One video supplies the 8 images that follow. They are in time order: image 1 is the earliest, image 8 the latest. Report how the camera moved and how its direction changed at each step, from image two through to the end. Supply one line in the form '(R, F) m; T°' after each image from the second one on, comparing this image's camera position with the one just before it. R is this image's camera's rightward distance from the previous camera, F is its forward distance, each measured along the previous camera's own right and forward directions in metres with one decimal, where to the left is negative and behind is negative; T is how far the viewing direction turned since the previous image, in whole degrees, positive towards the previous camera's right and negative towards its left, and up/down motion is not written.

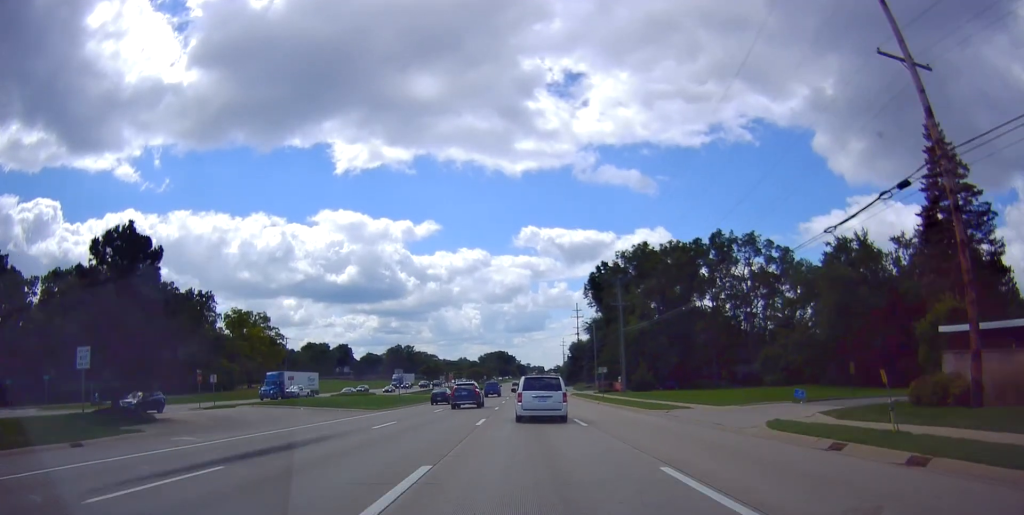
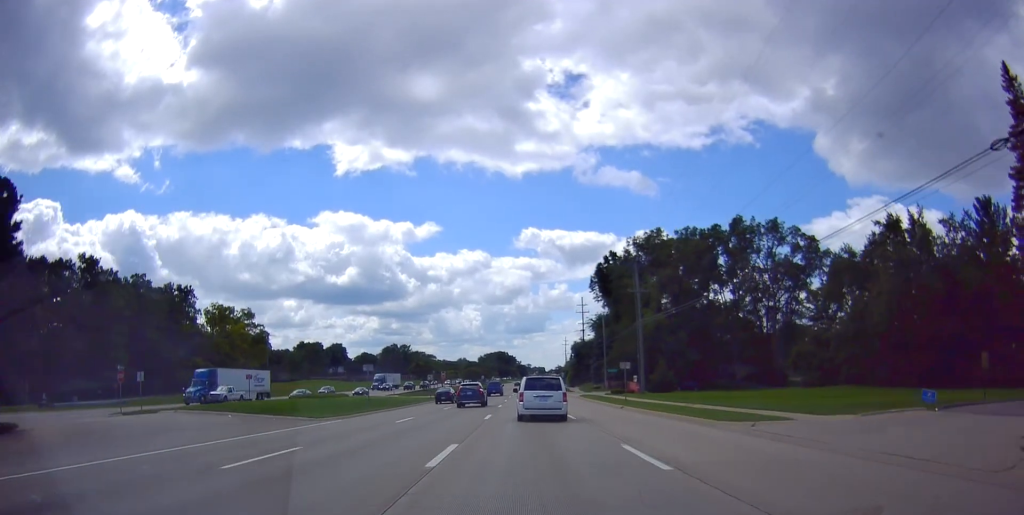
(+0.3, +11.3) m; 0°
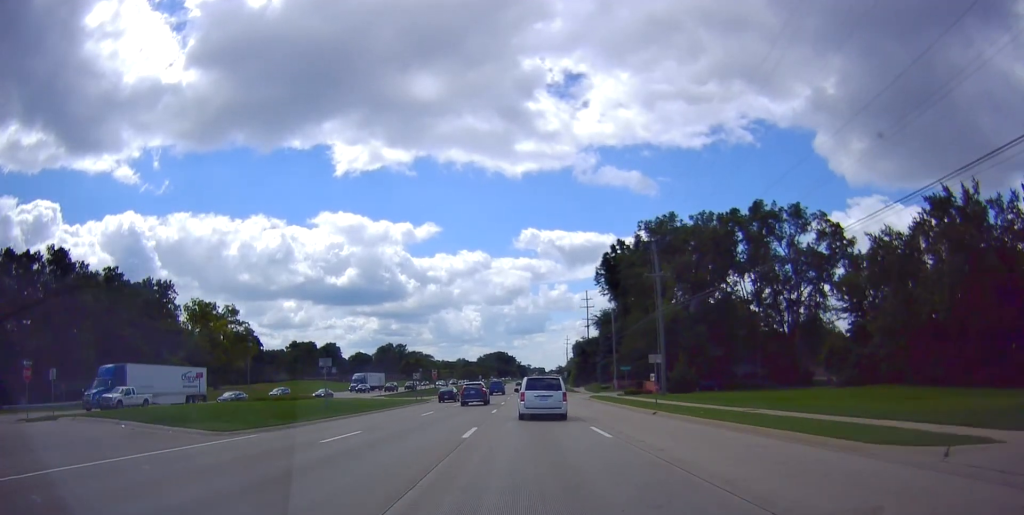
(+0.1, +9.8) m; 0°
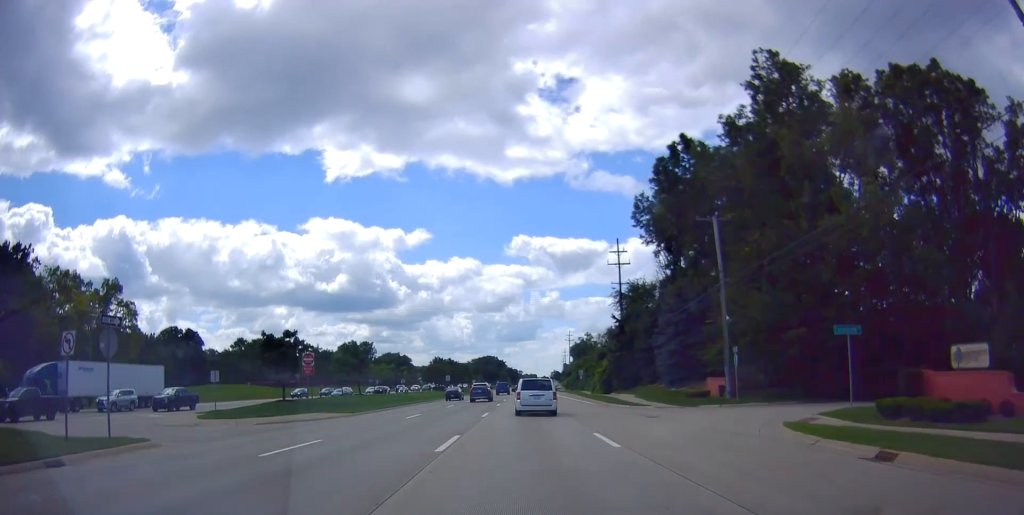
(-0.3, +49.7) m; -1°
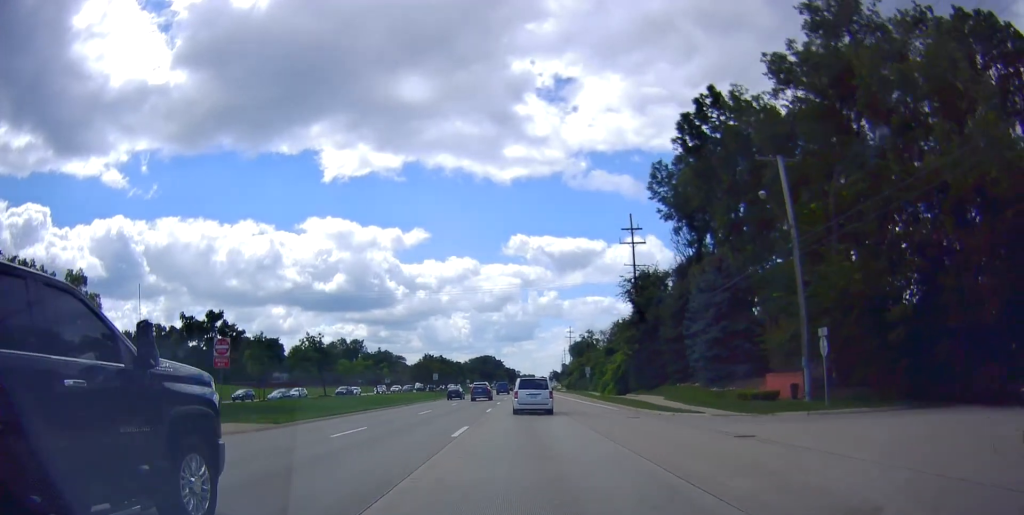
(-0.4, +11.2) m; 0°
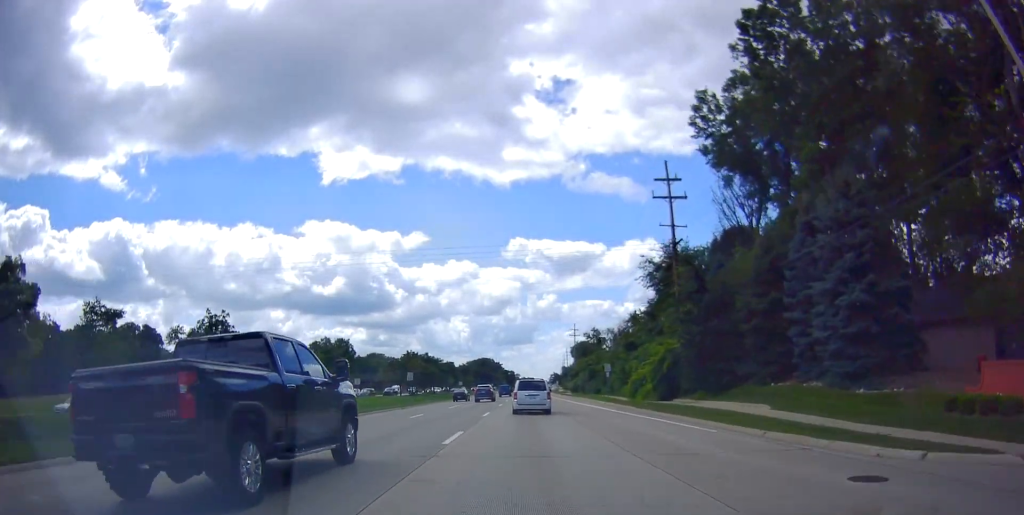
(+0.4, +17.8) m; +1°
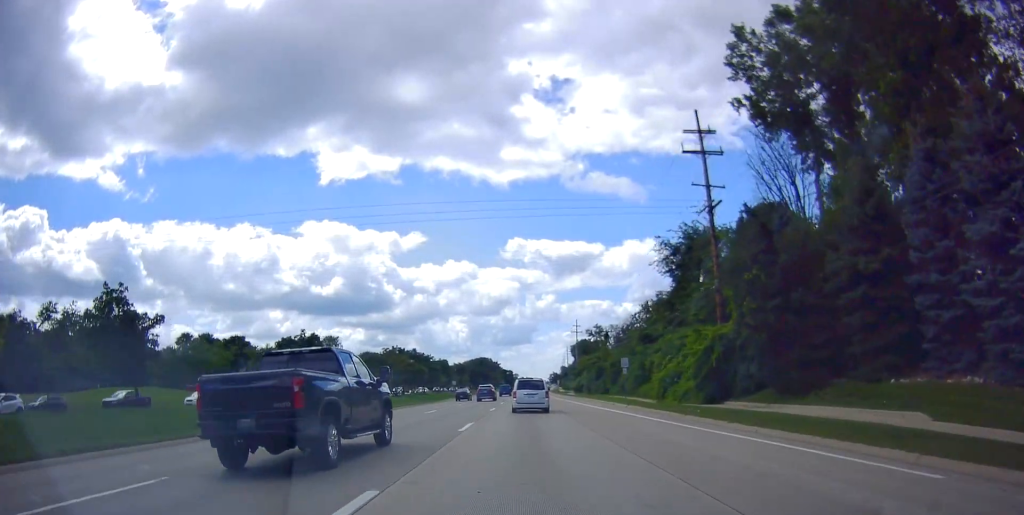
(+0.1, +10.4) m; +1°
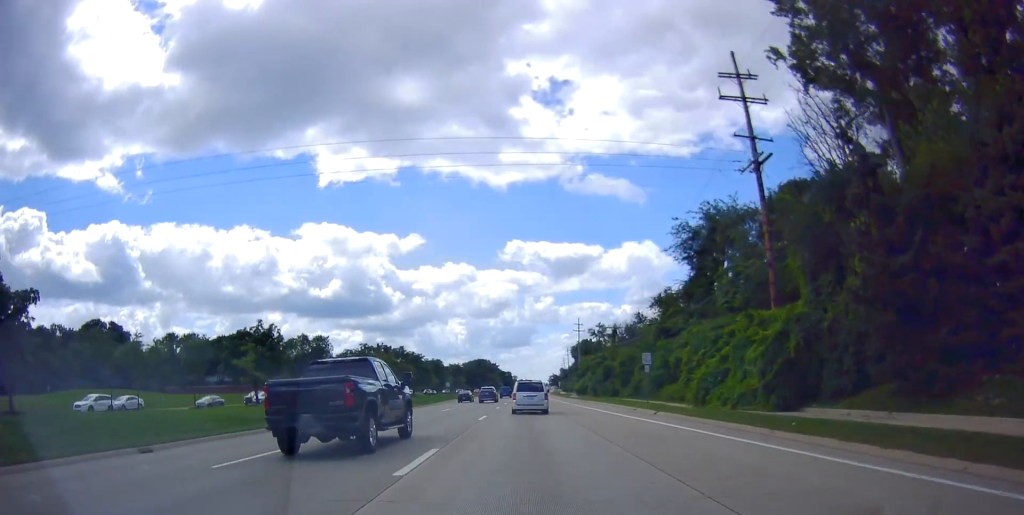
(0.0, +8.9) m; 0°
